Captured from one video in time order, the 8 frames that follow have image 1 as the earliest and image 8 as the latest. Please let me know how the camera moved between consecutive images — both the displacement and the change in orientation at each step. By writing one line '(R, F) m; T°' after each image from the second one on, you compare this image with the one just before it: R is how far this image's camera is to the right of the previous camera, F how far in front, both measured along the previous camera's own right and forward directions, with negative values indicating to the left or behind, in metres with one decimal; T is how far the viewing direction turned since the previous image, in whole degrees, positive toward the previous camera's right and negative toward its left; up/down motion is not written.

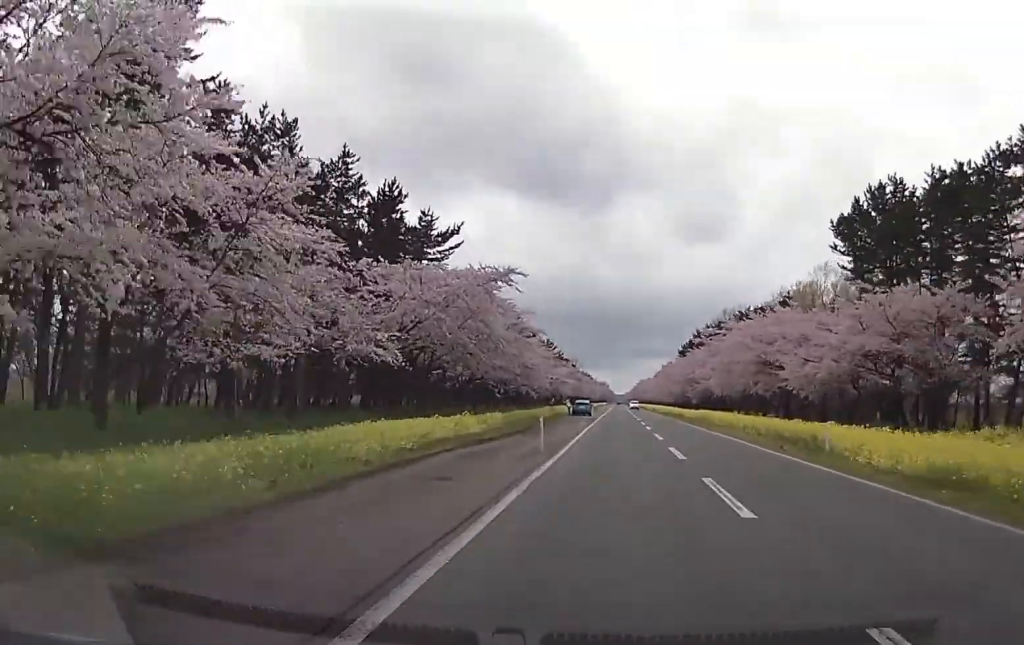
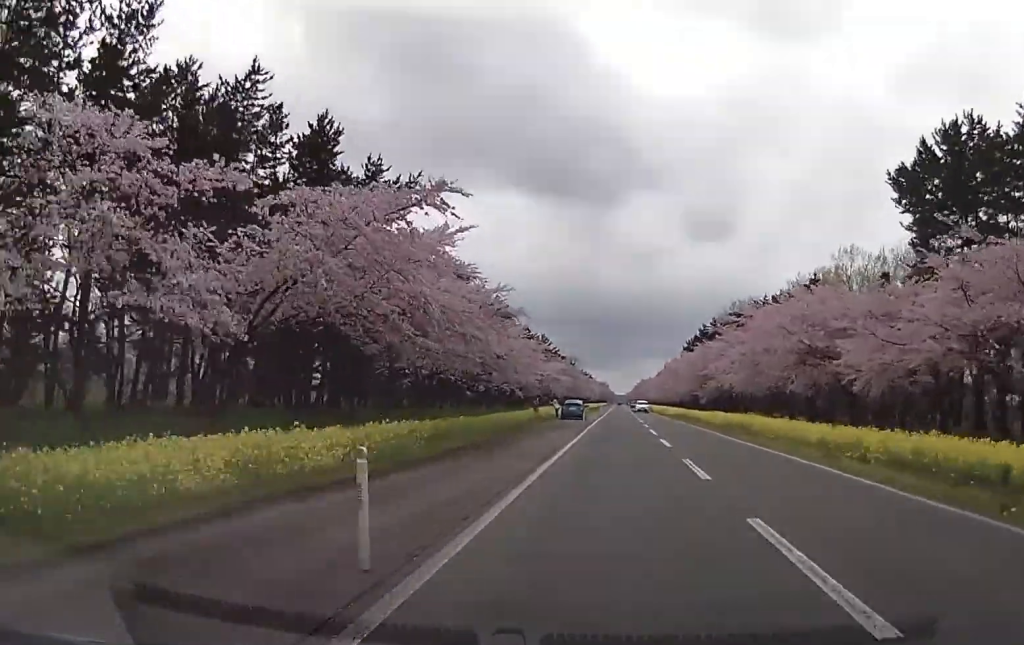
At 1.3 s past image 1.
(0.0, +15.0) m; 0°
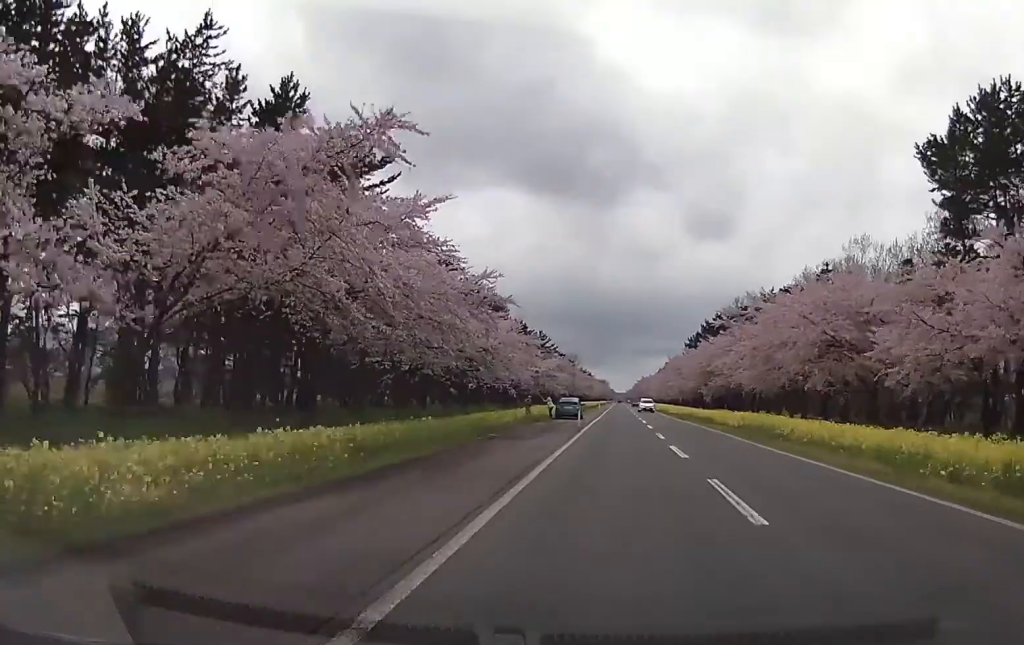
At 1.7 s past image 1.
(0.0, +5.6) m; 0°
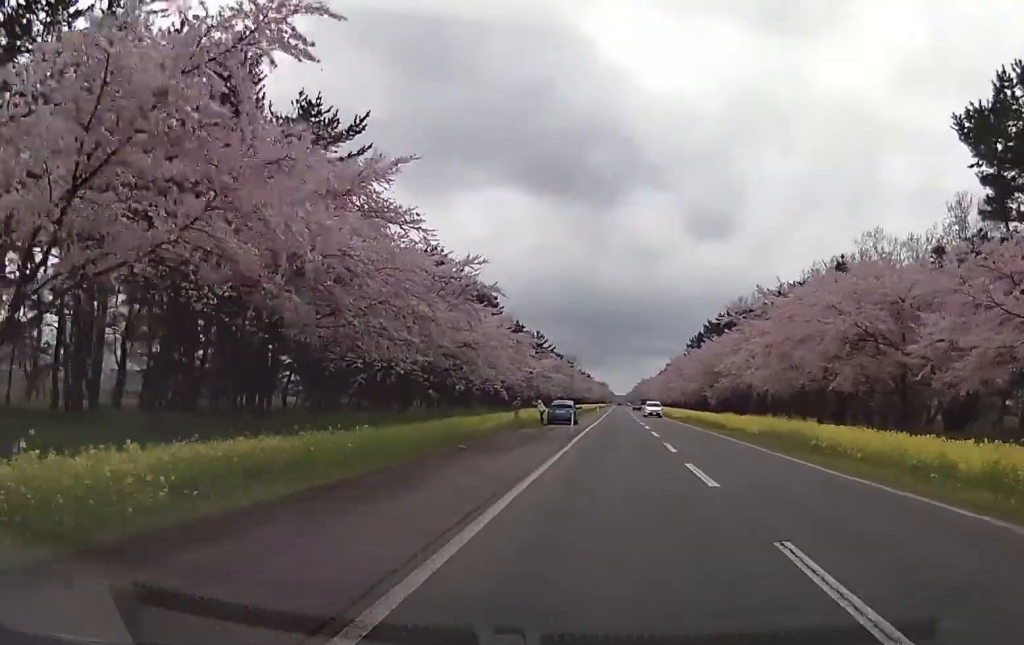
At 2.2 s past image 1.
(0.0, +5.9) m; 0°
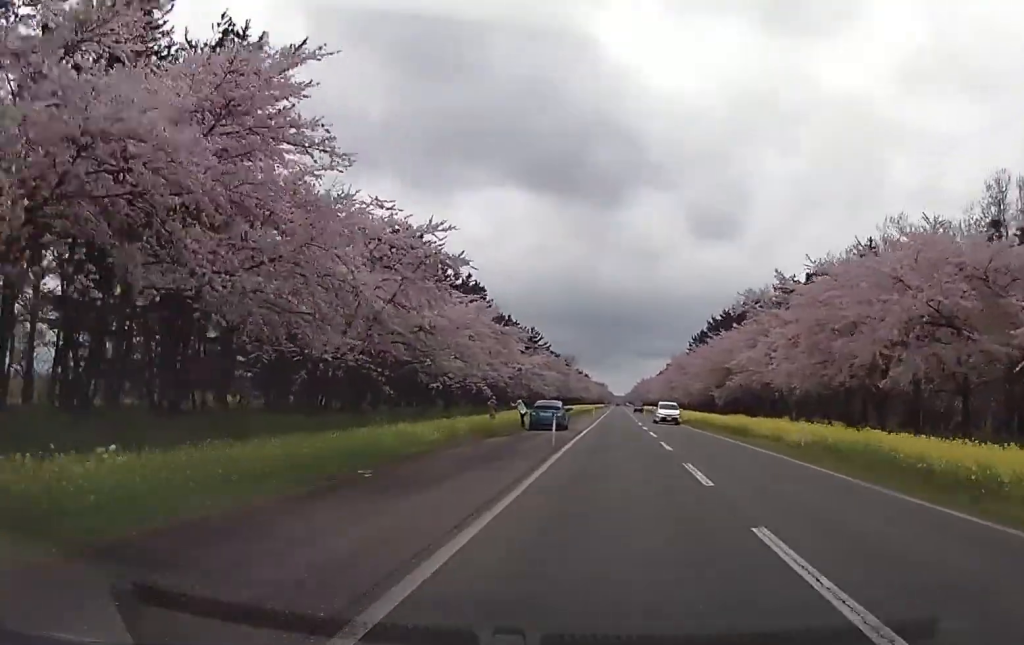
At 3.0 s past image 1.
(0.0, +9.2) m; 0°
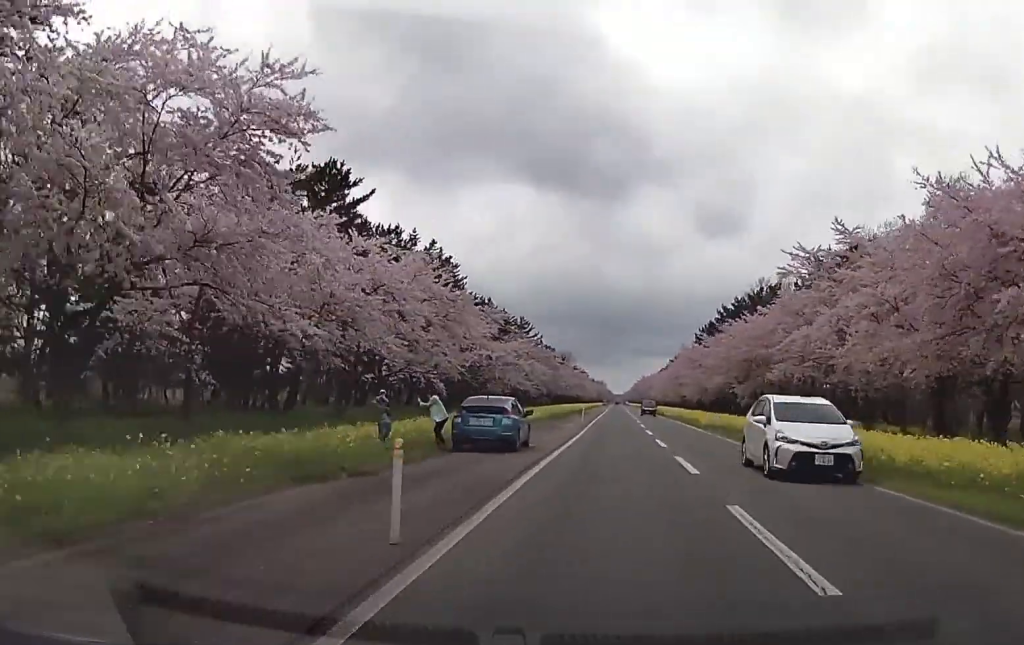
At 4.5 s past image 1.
(0.0, +18.0) m; 0°
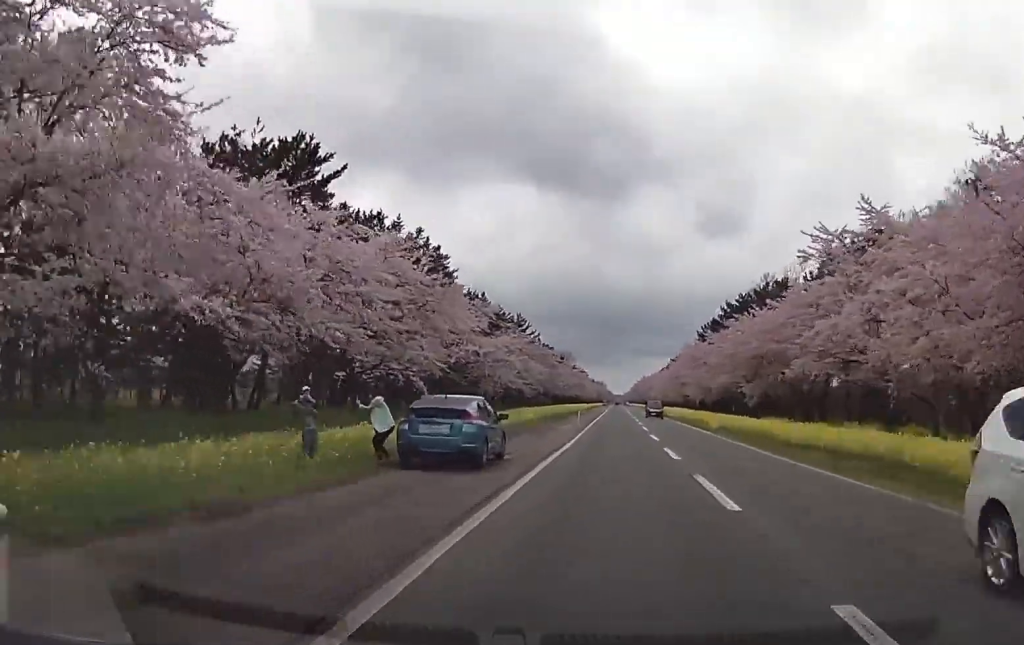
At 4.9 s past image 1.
(0.0, +5.2) m; 0°
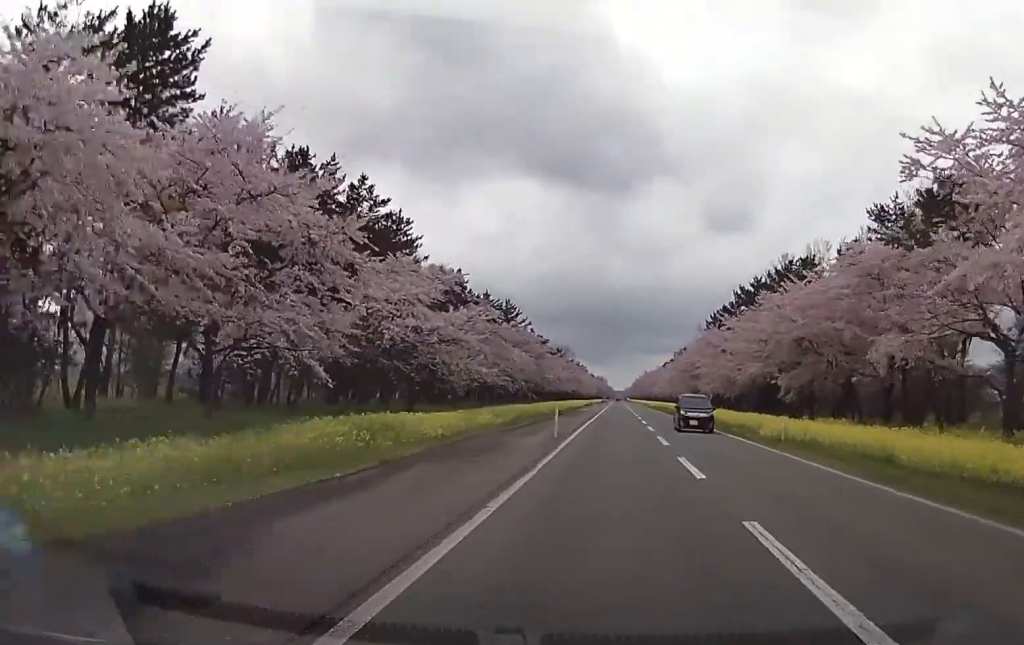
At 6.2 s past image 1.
(0.0, +15.8) m; 0°
